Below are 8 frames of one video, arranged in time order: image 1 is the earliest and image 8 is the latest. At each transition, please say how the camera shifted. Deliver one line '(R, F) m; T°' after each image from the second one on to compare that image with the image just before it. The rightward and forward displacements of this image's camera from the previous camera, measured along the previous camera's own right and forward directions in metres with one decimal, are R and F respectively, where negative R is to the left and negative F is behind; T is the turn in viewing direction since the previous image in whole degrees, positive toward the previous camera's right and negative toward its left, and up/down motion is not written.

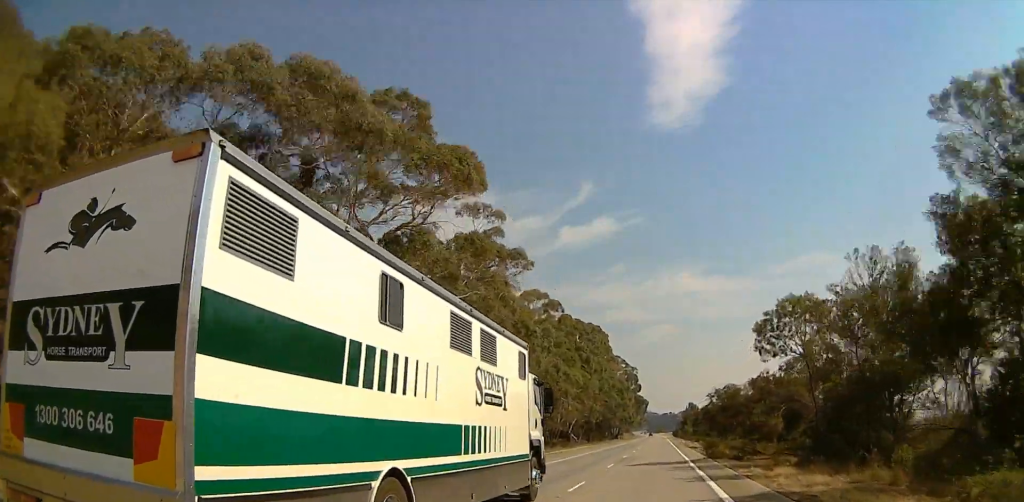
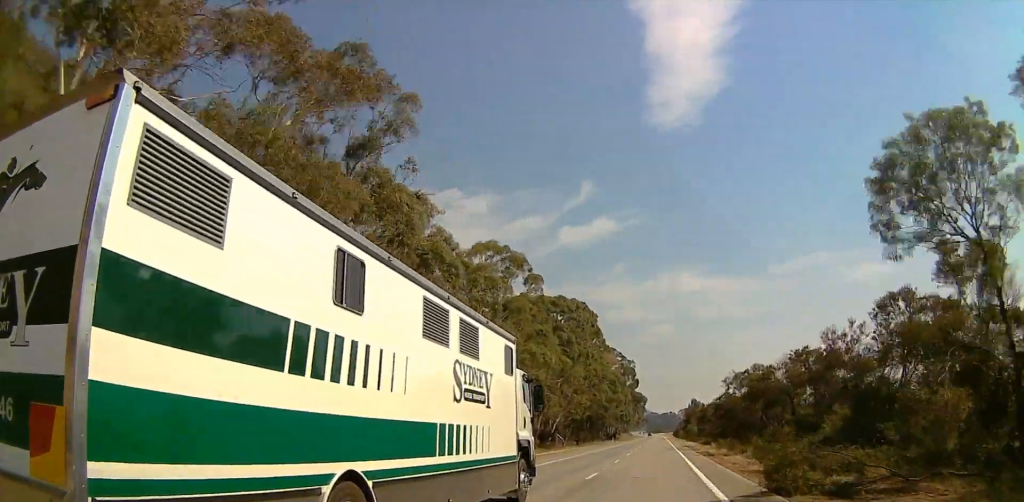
(0.0, +20.9) m; 0°
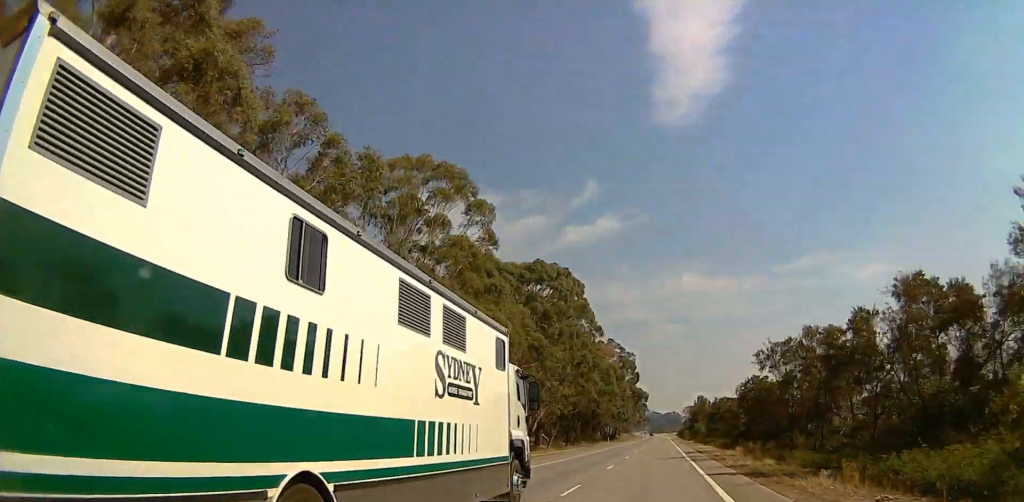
(0.0, +19.9) m; 0°
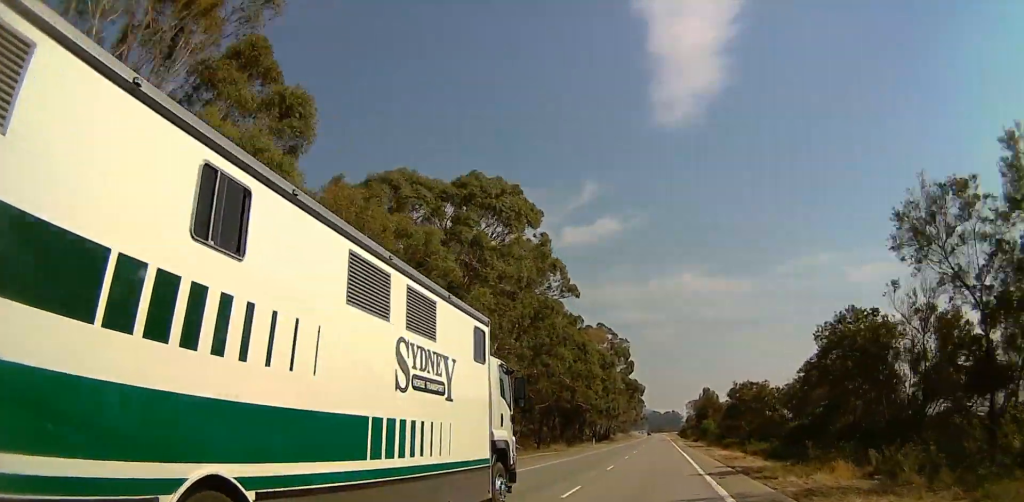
(-0.1, +27.3) m; -1°
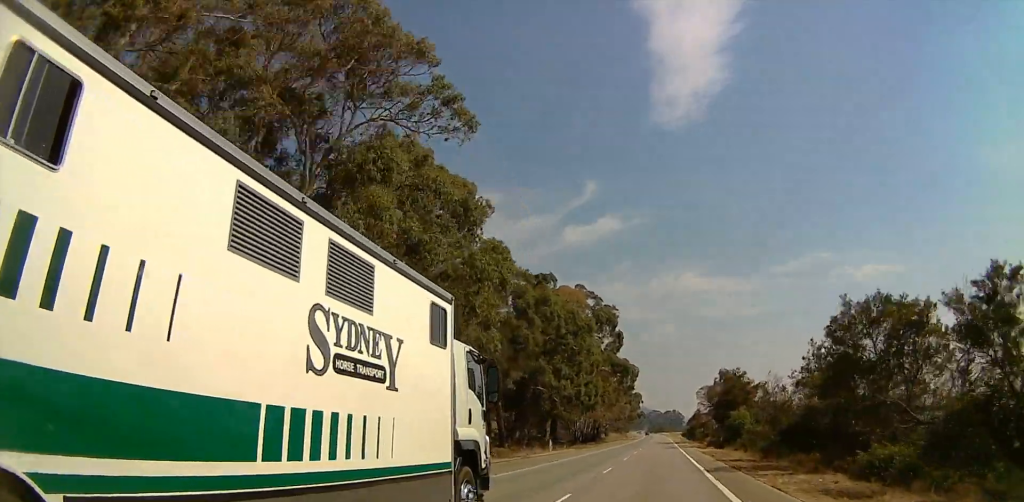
(-0.5, +43.3) m; 0°
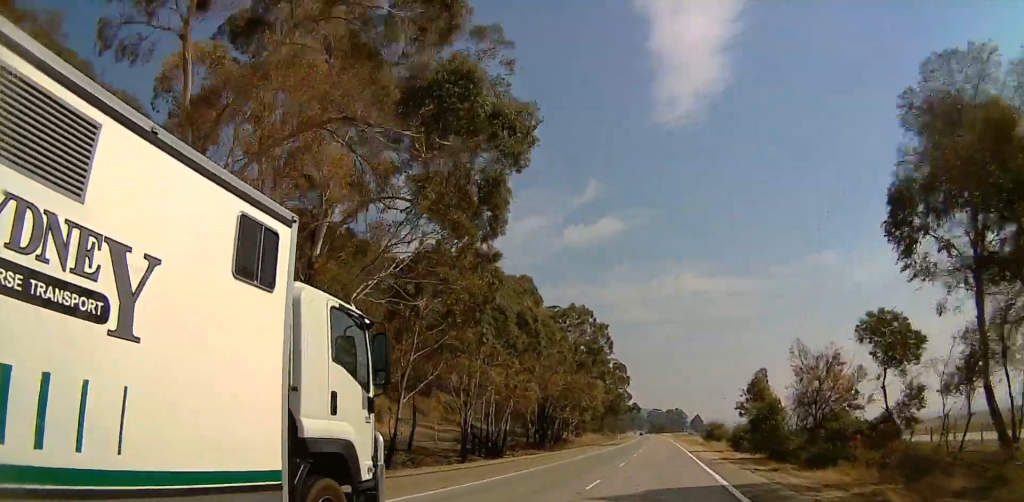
(+1.5, +79.6) m; +2°
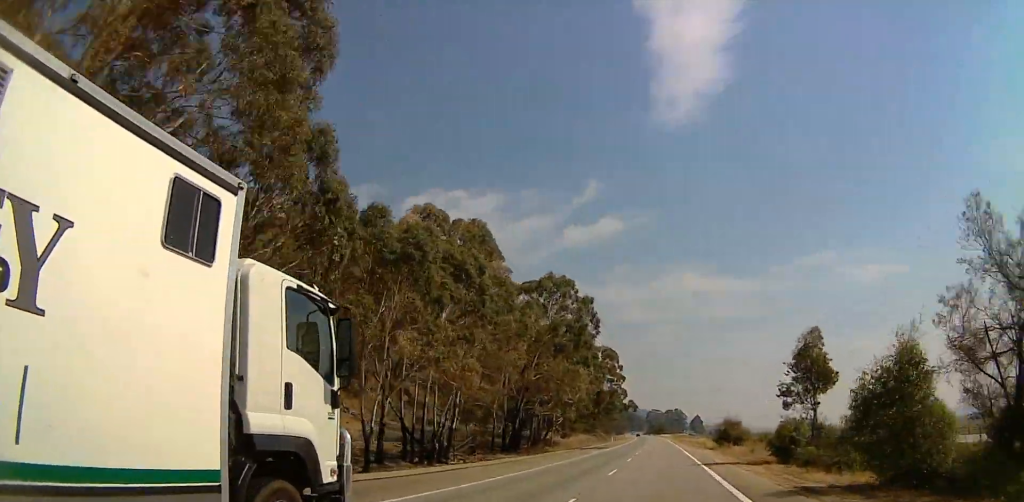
(0.0, +18.5) m; 0°
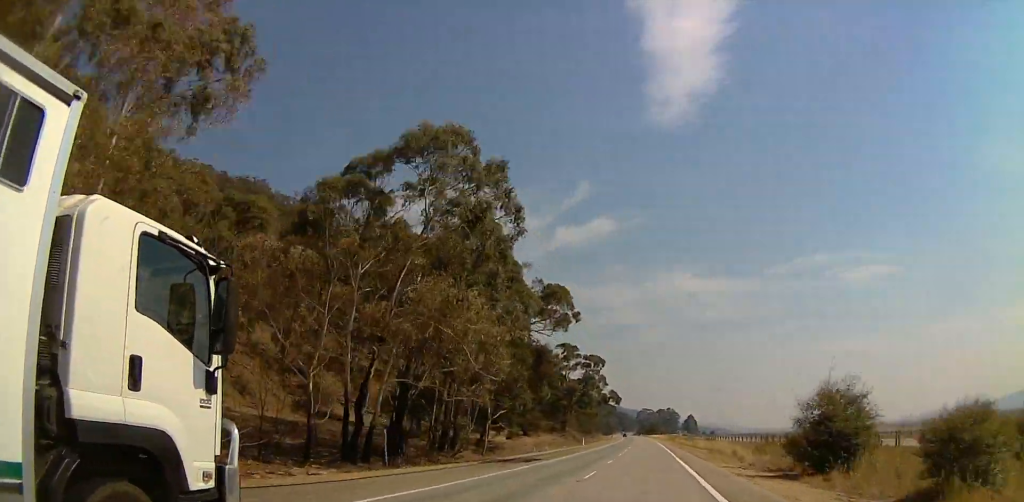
(0.0, +35.4) m; 0°
